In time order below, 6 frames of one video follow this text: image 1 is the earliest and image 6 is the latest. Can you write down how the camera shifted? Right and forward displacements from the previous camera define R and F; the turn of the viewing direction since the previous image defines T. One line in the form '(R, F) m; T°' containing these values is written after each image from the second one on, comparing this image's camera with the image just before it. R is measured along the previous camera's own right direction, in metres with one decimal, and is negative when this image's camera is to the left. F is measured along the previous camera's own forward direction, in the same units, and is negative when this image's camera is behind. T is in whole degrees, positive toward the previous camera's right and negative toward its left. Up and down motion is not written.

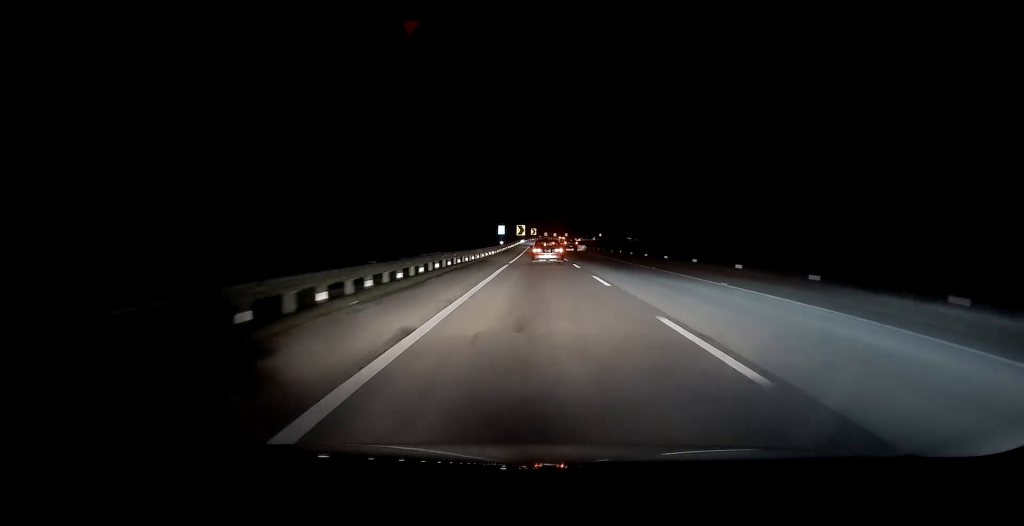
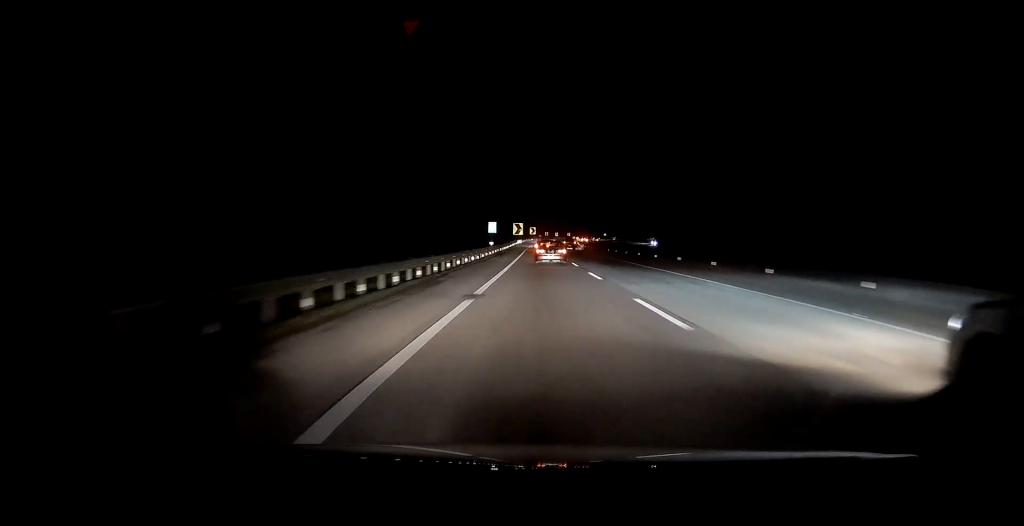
(0.0, +20.7) m; 0°
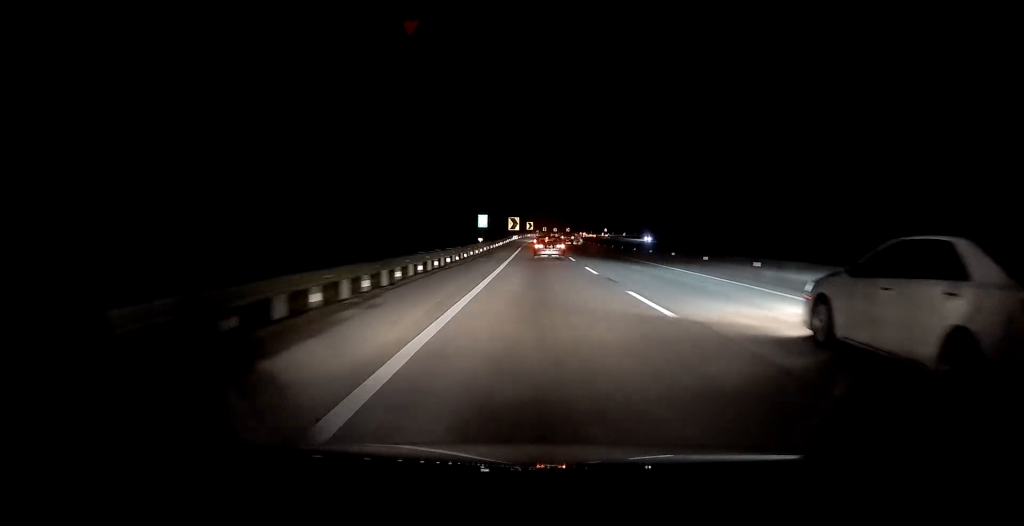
(0.0, +11.1) m; 0°
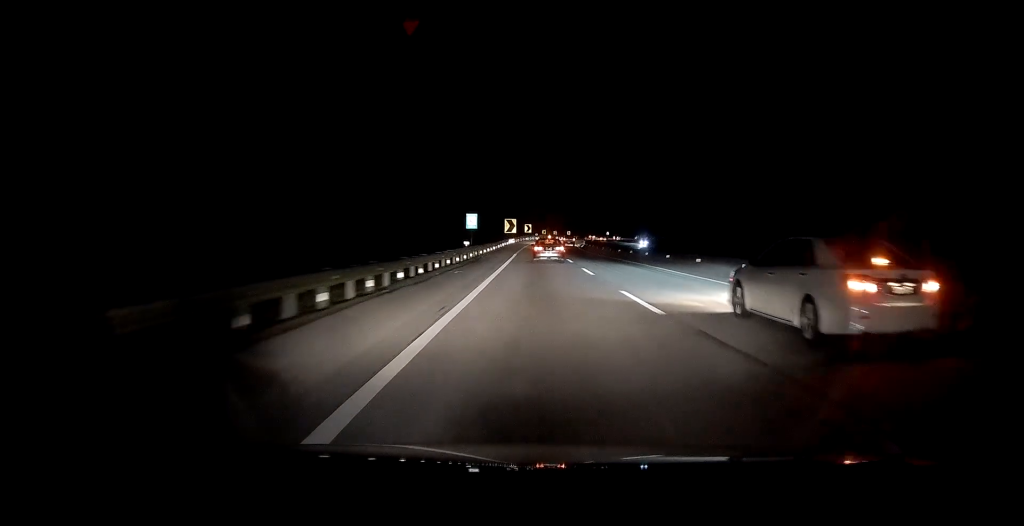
(+0.1, +11.1) m; 0°
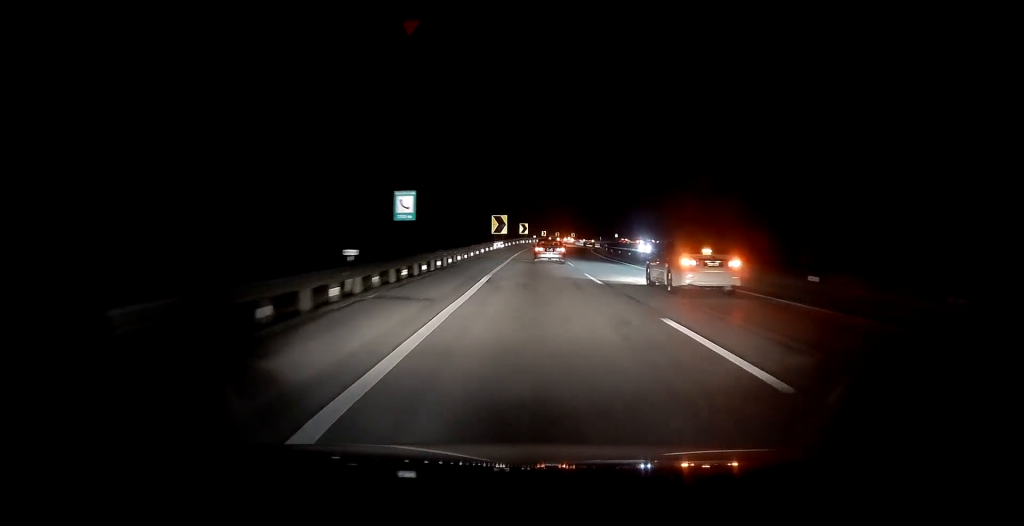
(+0.1, +29.4) m; 0°
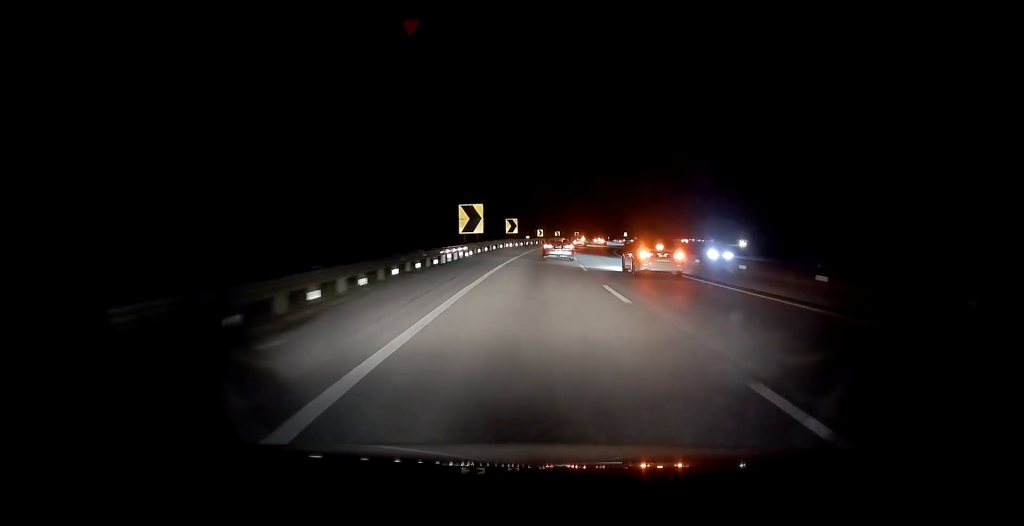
(0.0, +30.8) m; 0°
